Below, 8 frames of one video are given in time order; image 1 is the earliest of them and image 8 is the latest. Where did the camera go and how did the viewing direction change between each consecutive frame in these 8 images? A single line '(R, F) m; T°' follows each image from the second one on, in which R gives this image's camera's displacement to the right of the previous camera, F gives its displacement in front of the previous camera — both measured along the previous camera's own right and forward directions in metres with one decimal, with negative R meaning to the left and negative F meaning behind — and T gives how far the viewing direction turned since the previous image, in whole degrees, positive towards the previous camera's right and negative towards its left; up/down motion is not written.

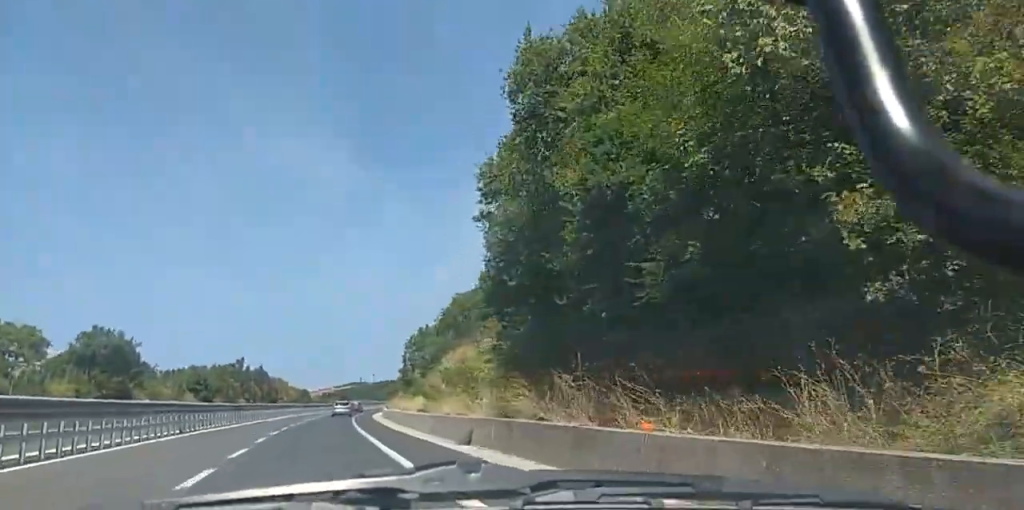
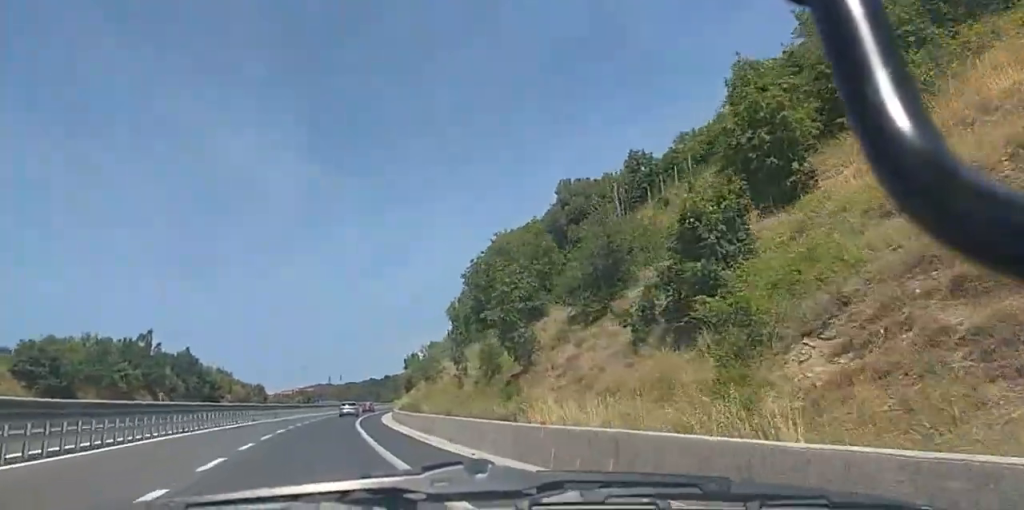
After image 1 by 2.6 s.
(+0.8, +54.9) m; +2°
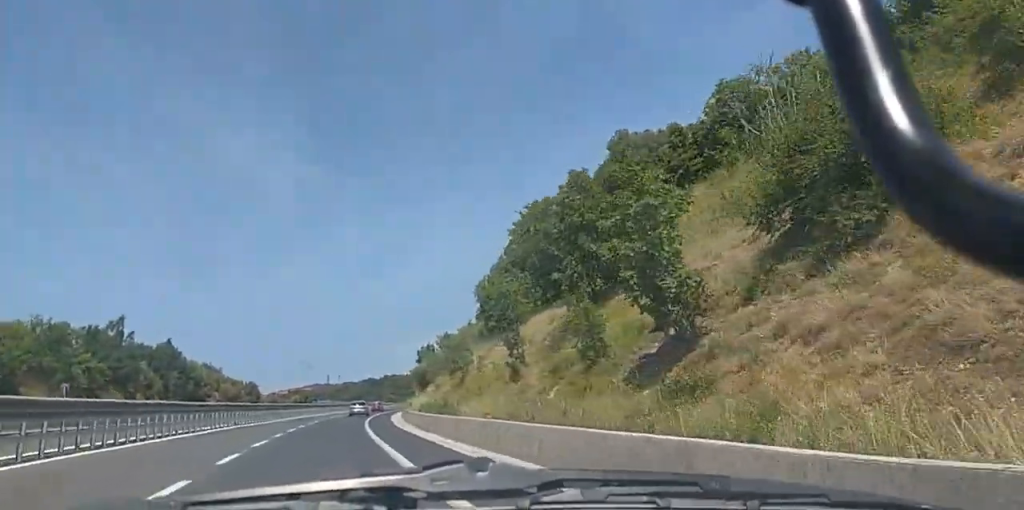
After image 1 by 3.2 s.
(-0.1, +13.0) m; +1°
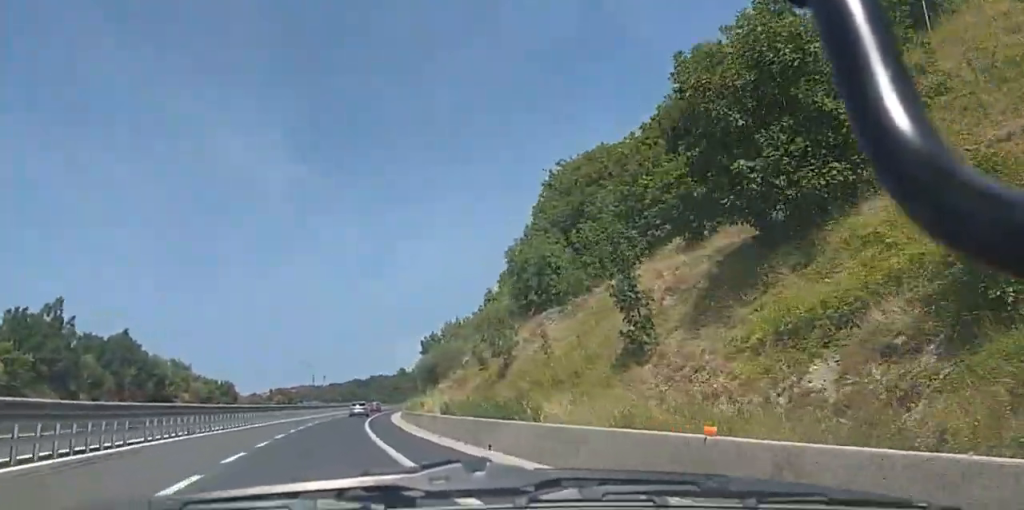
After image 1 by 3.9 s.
(+0.2, +13.7) m; +1°
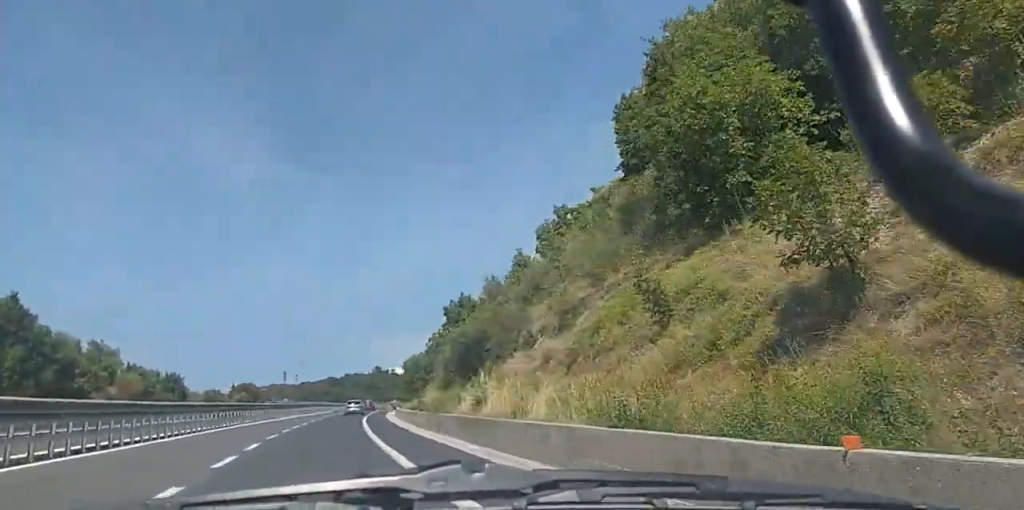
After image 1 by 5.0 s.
(+0.6, +23.1) m; +1°
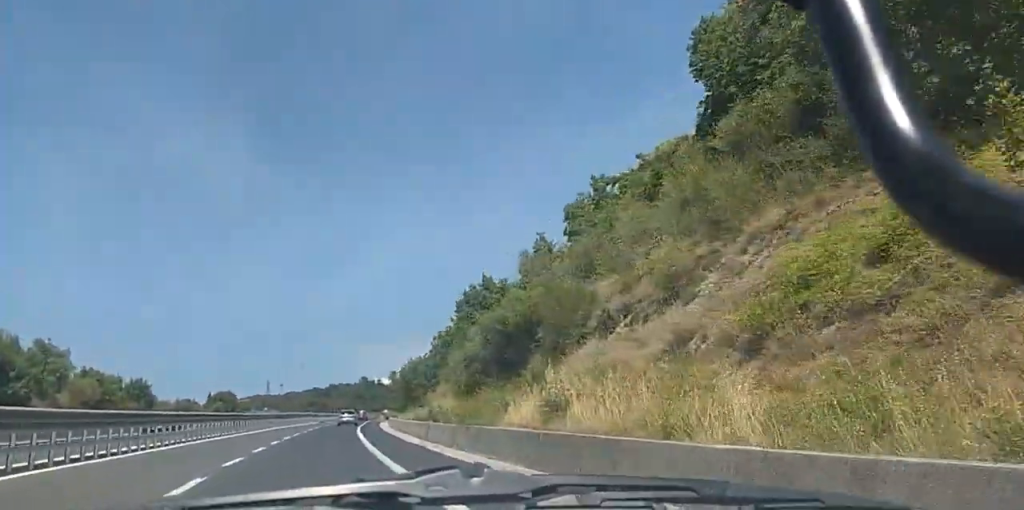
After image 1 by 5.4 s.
(0.0, +9.4) m; 0°
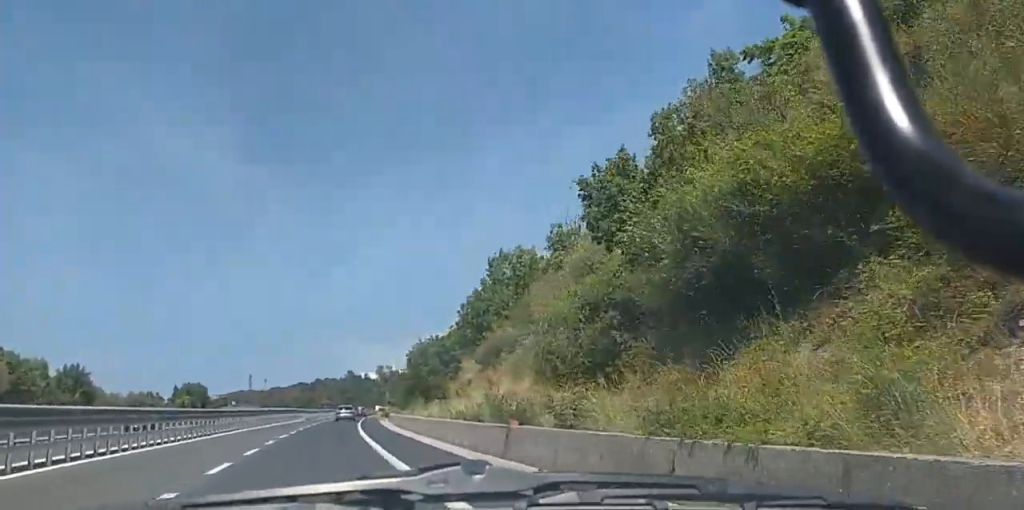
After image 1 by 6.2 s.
(-0.1, +17.3) m; +1°
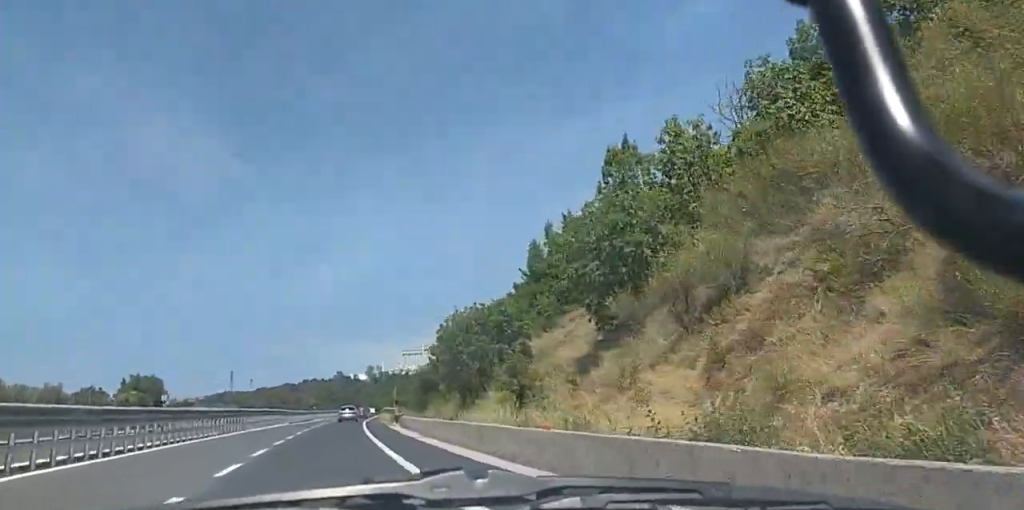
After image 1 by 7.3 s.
(+0.5, +21.8) m; +2°
